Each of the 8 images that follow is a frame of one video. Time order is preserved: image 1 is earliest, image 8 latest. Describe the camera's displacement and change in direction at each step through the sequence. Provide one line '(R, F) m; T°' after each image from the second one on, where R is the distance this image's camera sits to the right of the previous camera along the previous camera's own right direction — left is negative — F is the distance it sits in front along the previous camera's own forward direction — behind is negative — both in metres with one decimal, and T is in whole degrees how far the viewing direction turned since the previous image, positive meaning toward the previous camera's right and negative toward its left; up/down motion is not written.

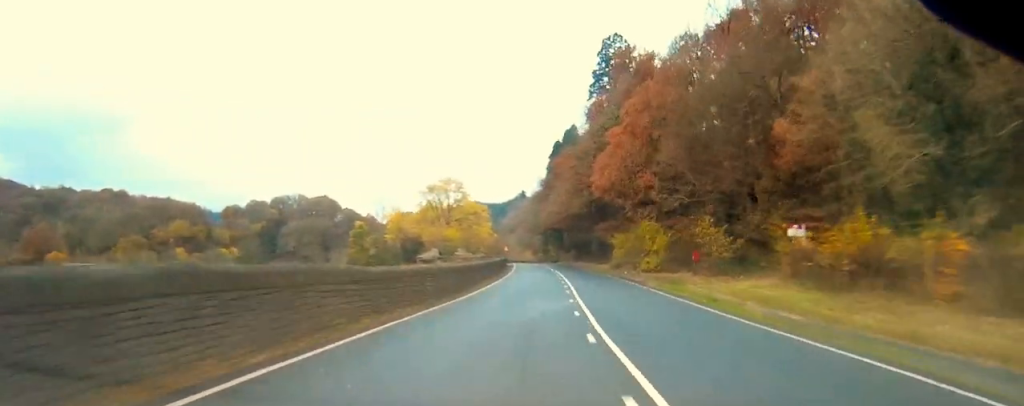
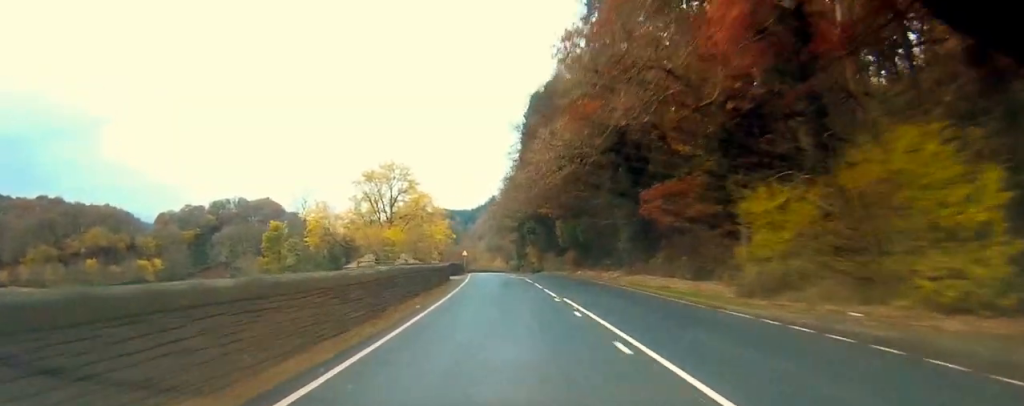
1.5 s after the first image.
(+1.7, +45.3) m; +4°
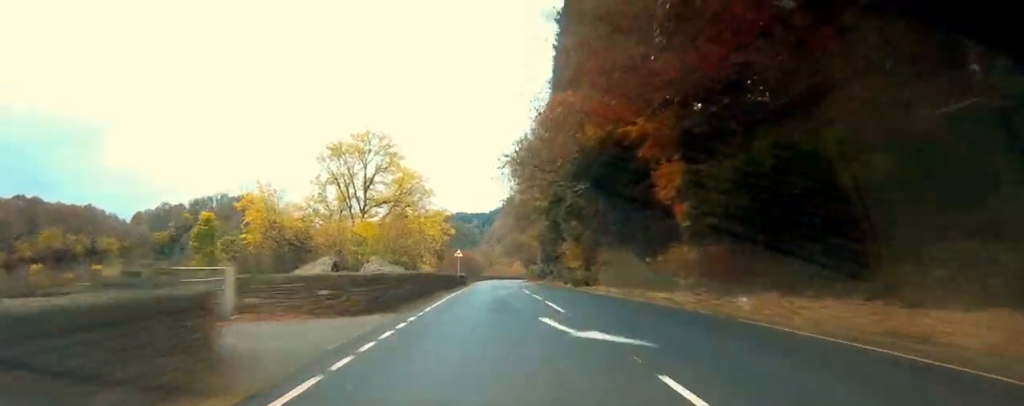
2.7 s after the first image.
(0.0, +38.9) m; -1°
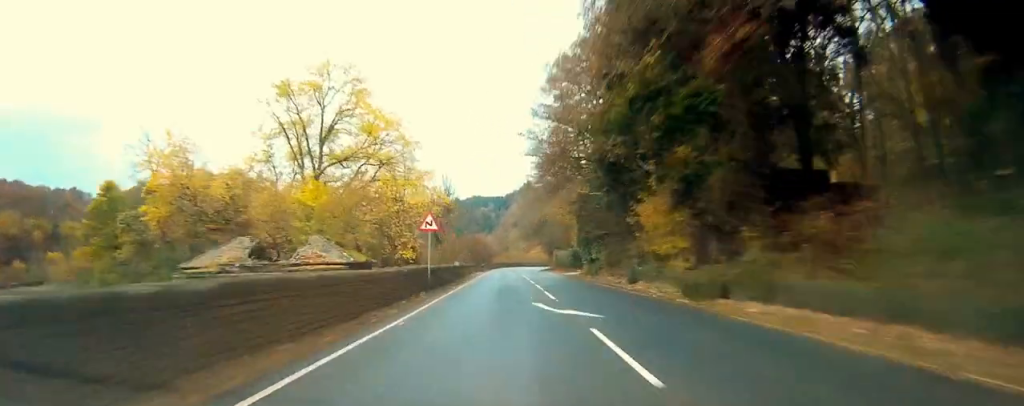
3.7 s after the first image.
(-0.2, +30.0) m; -1°
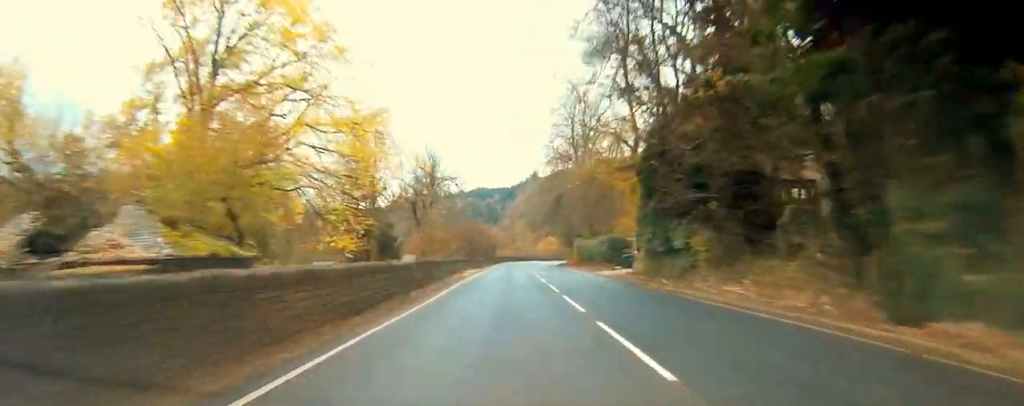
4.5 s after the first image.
(-0.2, +26.8) m; 0°
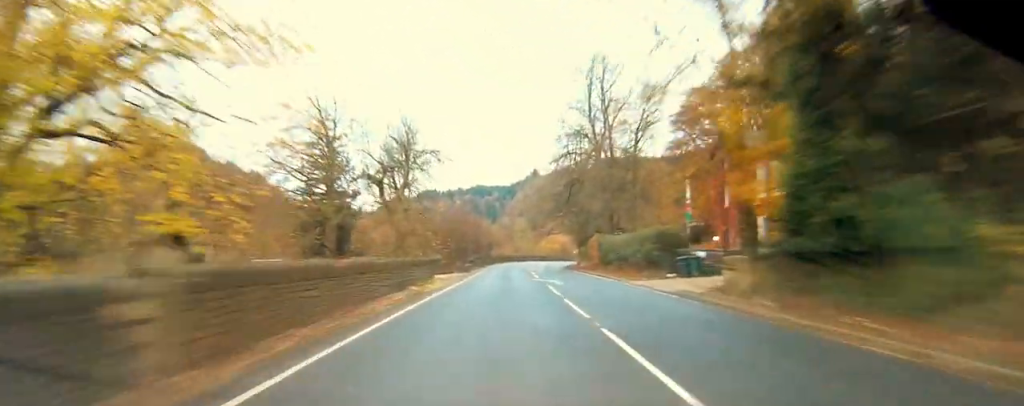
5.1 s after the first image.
(0.0, +19.1) m; 0°
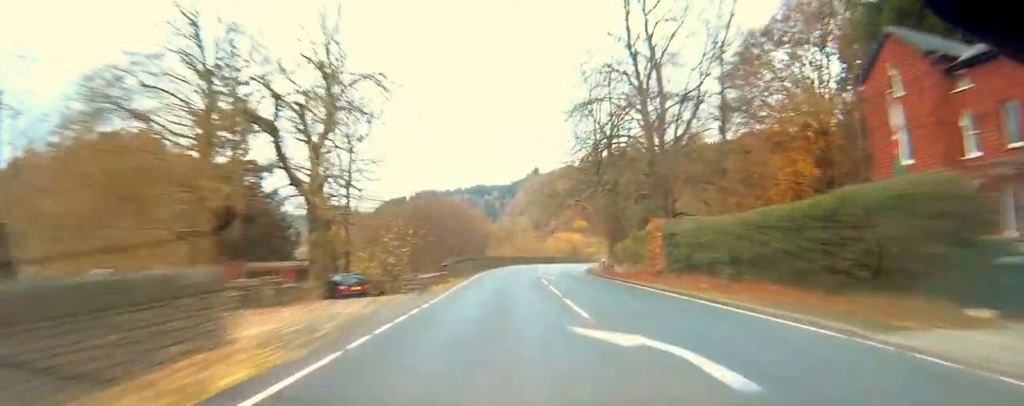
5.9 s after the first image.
(+0.1, +26.1) m; 0°
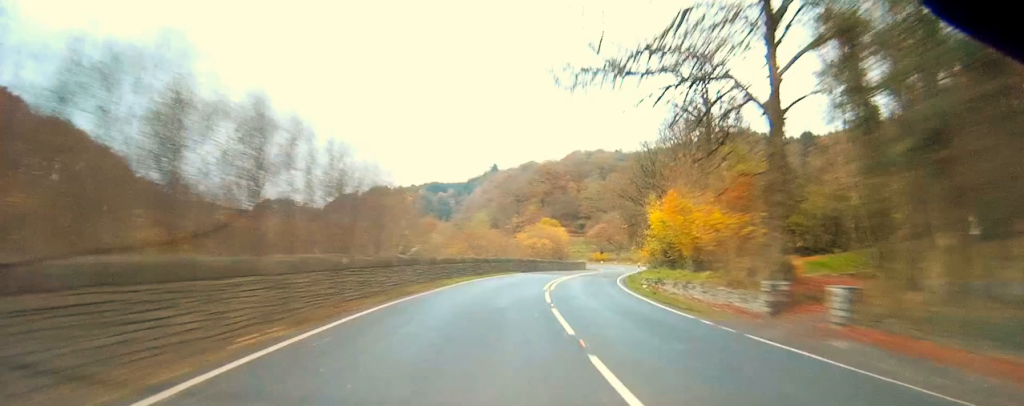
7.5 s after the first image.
(0.0, +48.0) m; +2°
